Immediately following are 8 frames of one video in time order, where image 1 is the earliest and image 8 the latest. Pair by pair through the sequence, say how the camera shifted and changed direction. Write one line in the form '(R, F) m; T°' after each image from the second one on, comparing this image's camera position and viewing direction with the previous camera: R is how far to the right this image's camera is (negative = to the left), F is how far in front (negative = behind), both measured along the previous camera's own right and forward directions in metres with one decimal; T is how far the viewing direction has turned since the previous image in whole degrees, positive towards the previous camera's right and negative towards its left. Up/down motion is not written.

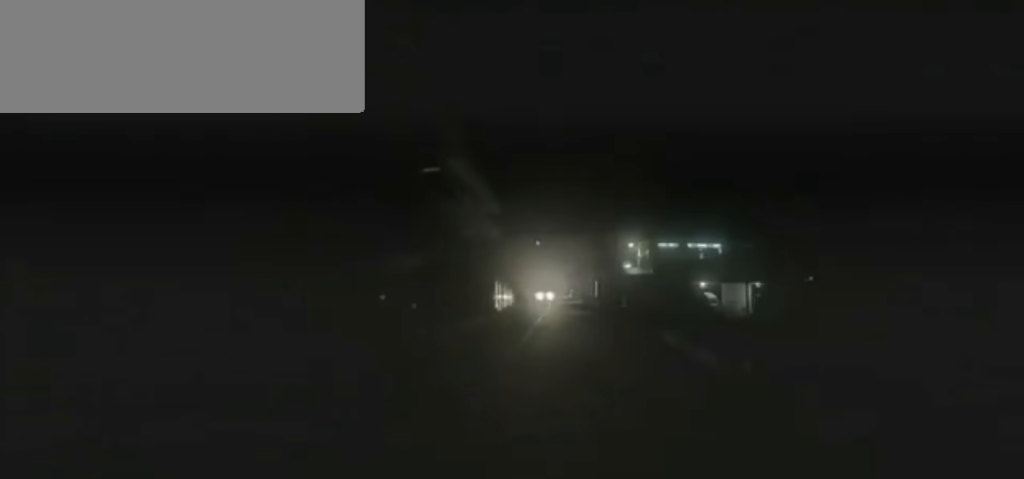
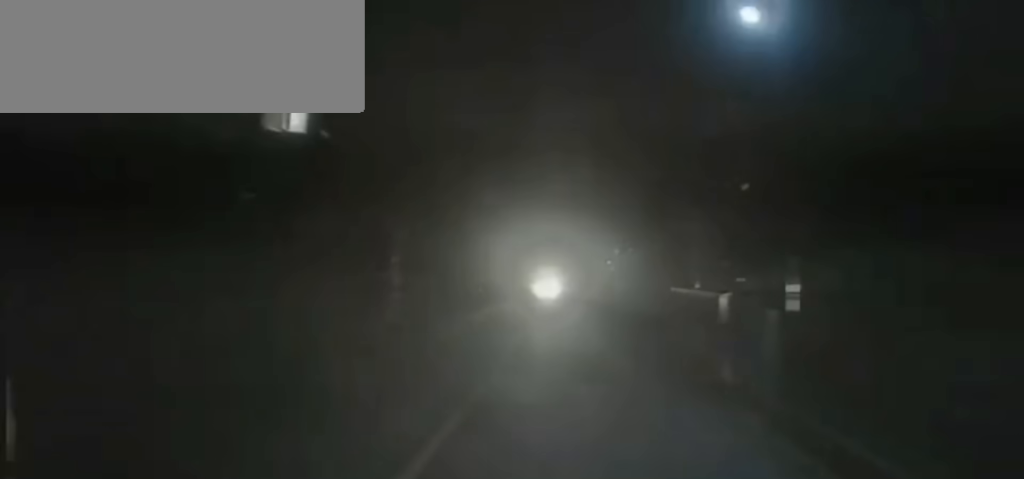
(+0.4, +20.3) m; +1°
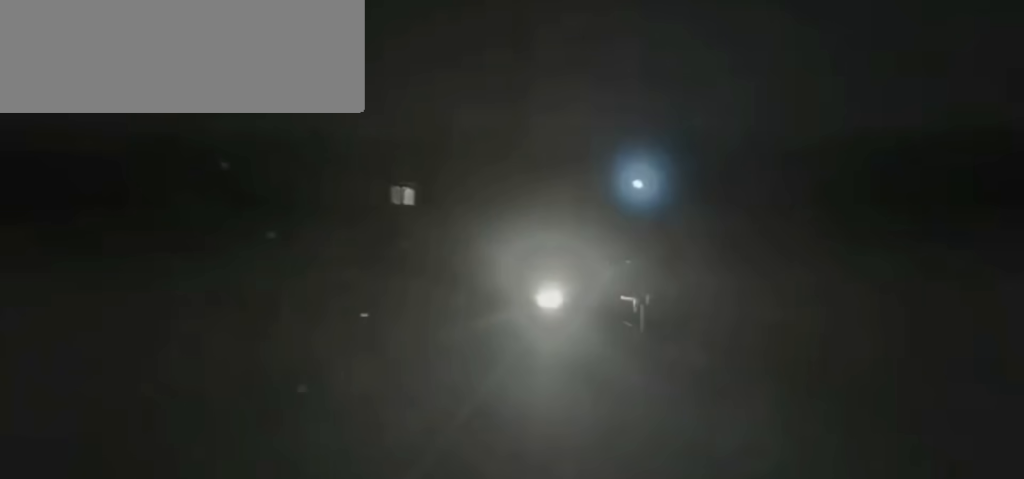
(-0.3, +11.0) m; 0°
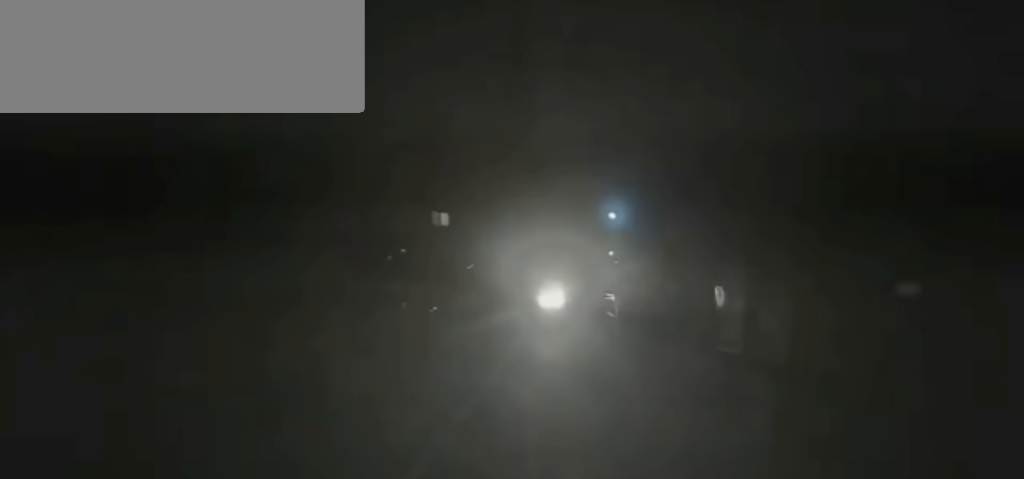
(+0.1, +7.4) m; 0°
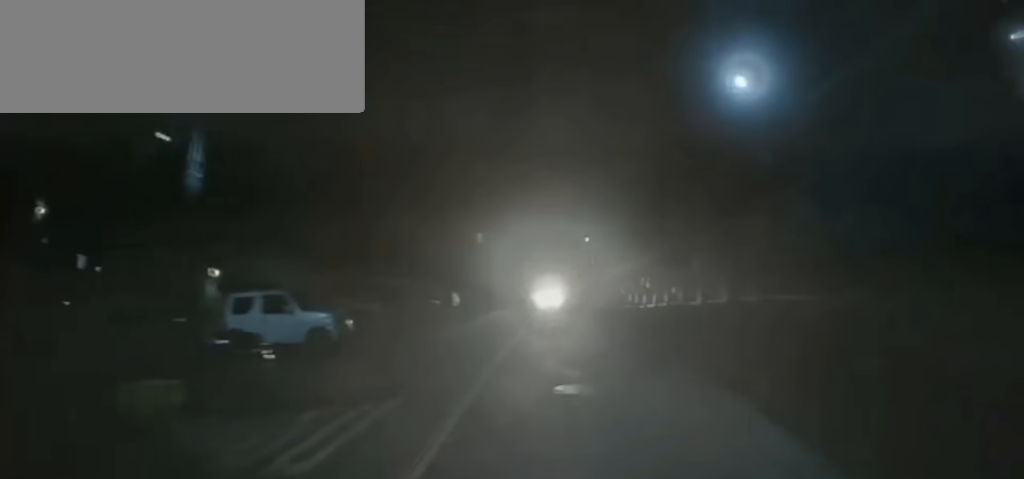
(-0.1, +15.0) m; -1°
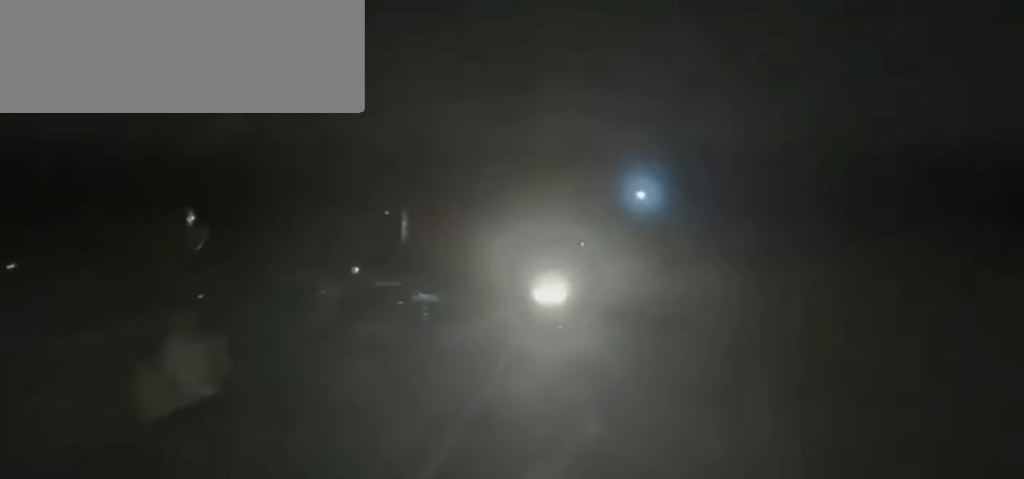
(0.0, +12.9) m; 0°
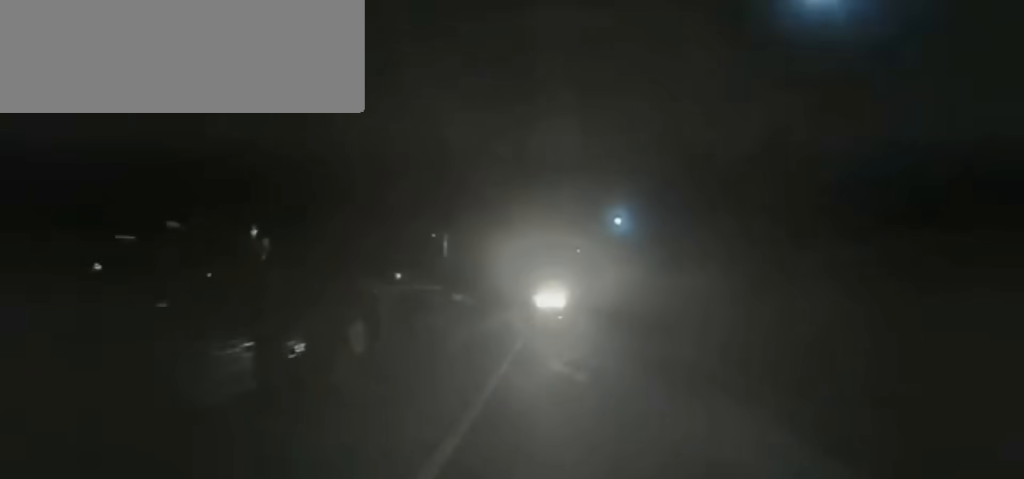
(0.0, +8.0) m; +1°
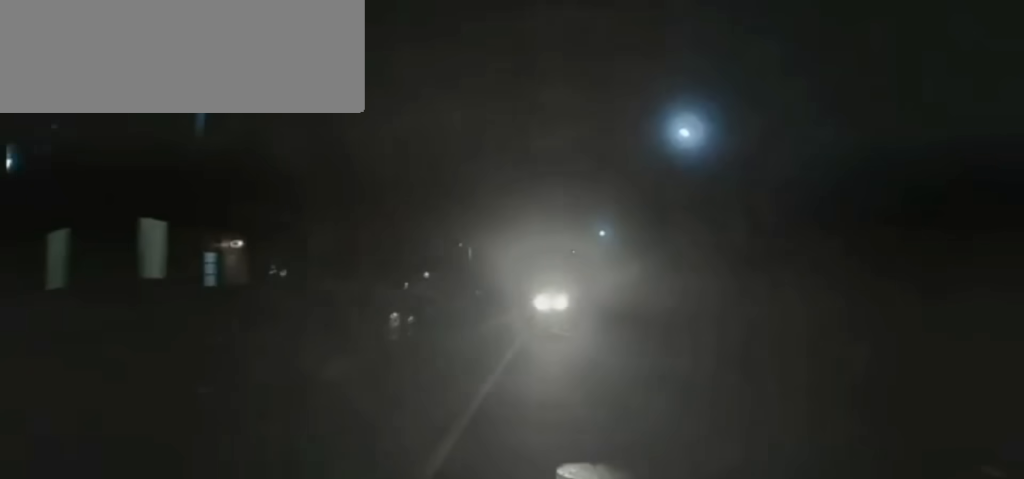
(0.0, +8.1) m; +1°
